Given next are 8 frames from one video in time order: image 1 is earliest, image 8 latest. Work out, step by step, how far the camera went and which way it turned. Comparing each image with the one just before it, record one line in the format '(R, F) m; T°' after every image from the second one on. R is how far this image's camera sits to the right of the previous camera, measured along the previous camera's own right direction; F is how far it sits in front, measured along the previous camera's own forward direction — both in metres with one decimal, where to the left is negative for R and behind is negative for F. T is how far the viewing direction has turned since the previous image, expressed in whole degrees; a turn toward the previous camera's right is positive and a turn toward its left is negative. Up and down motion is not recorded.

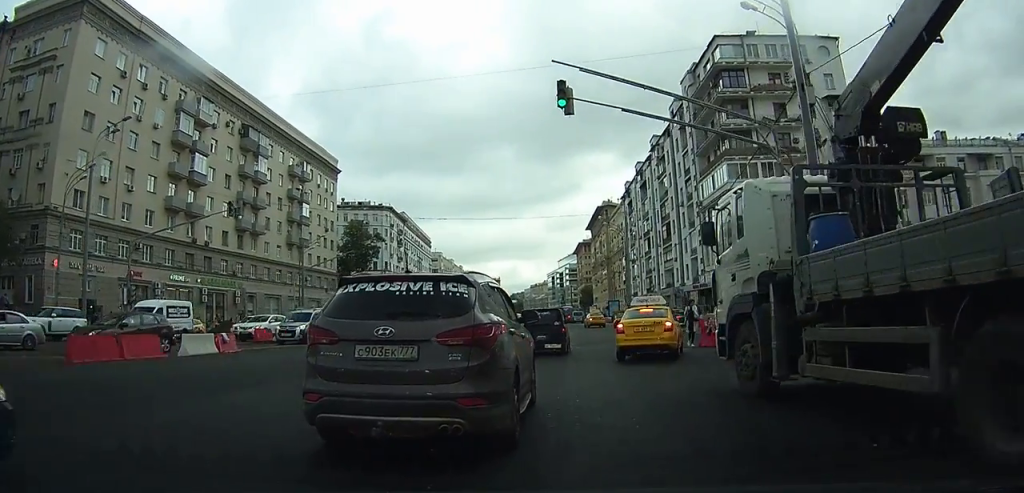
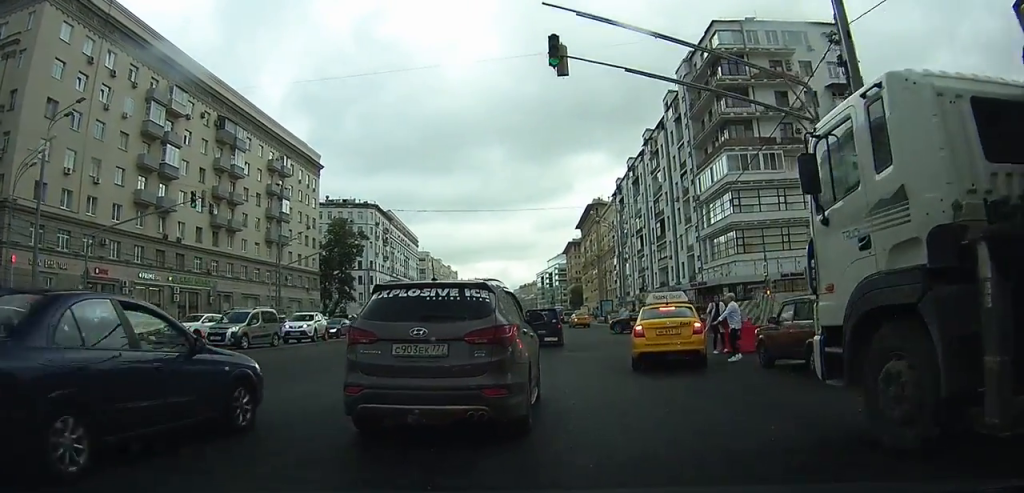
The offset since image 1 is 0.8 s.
(+0.1, +4.4) m; +1°
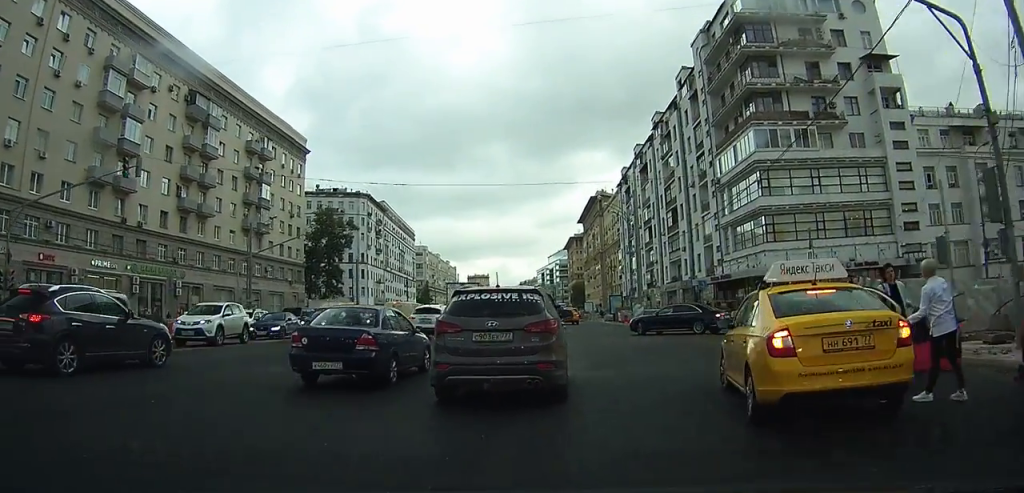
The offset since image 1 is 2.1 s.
(+0.1, +8.8) m; +3°
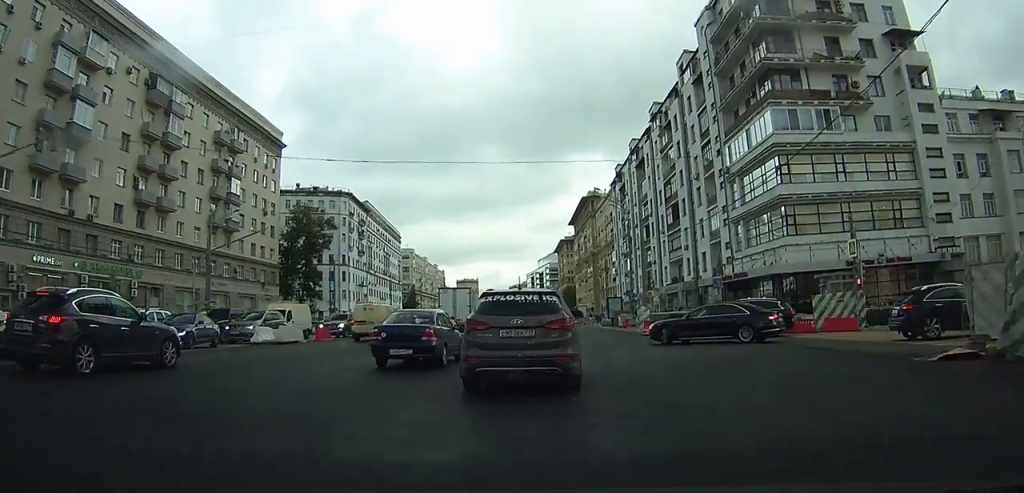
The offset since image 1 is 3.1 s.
(+0.2, +7.3) m; +3°
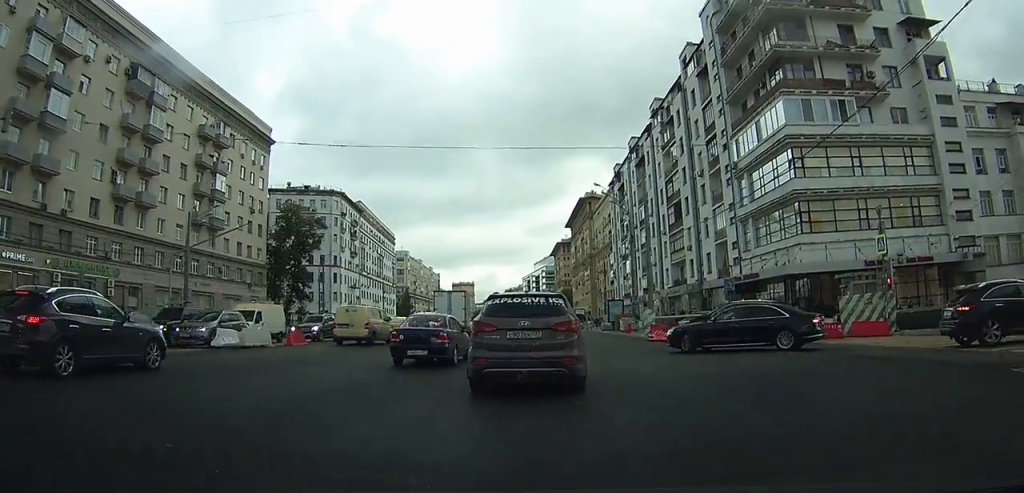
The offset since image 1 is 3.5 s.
(+0.1, +3.6) m; 0°
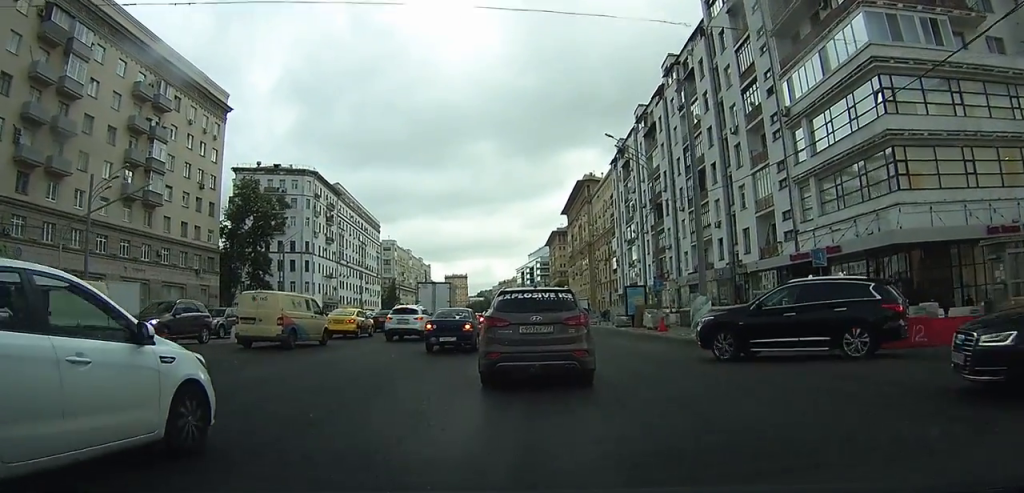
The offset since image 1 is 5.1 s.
(-0.1, +13.9) m; 0°
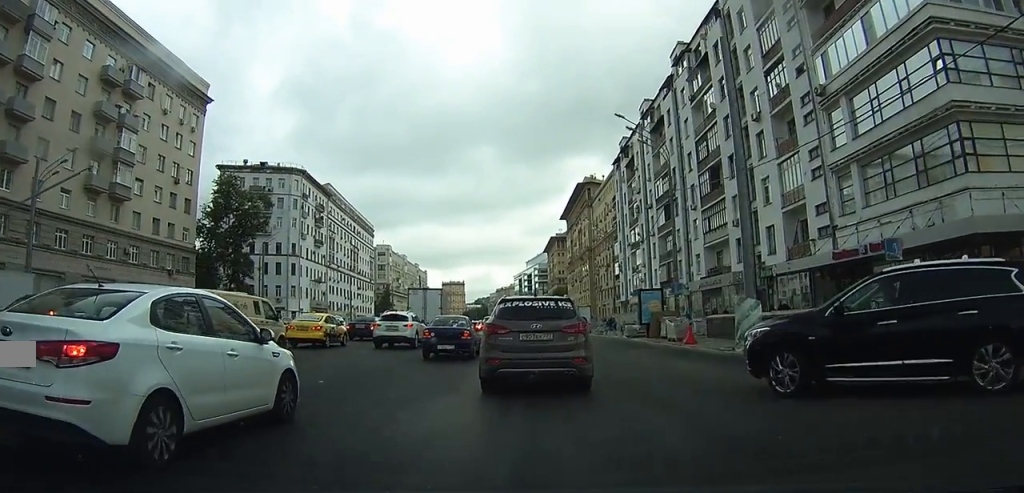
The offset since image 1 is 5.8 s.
(+0.1, +6.4) m; 0°
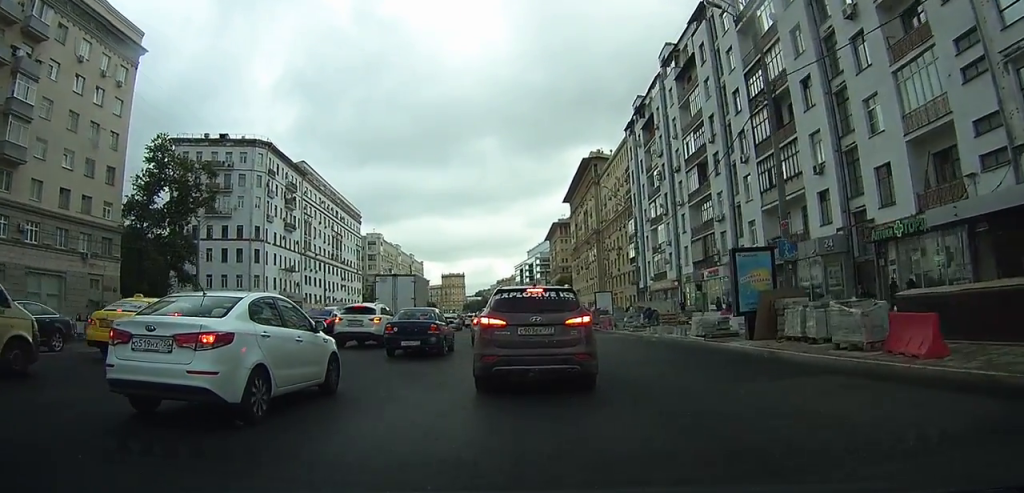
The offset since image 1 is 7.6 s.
(0.0, +16.8) m; 0°
